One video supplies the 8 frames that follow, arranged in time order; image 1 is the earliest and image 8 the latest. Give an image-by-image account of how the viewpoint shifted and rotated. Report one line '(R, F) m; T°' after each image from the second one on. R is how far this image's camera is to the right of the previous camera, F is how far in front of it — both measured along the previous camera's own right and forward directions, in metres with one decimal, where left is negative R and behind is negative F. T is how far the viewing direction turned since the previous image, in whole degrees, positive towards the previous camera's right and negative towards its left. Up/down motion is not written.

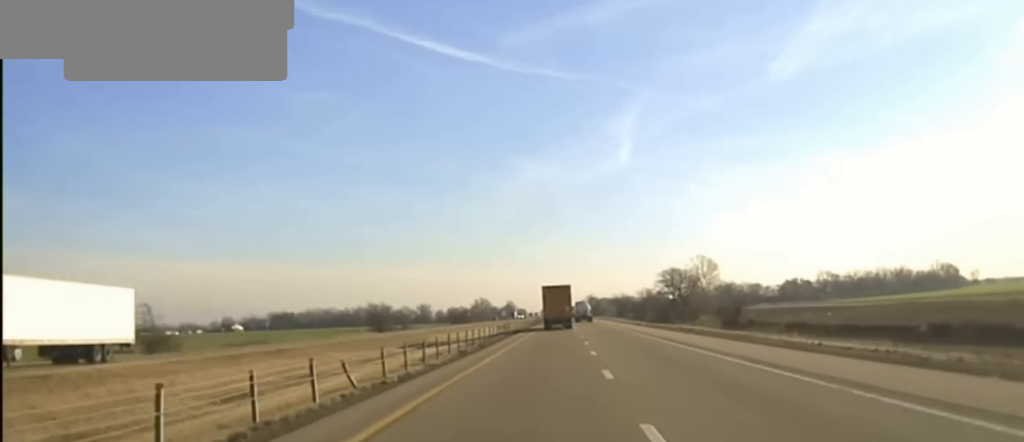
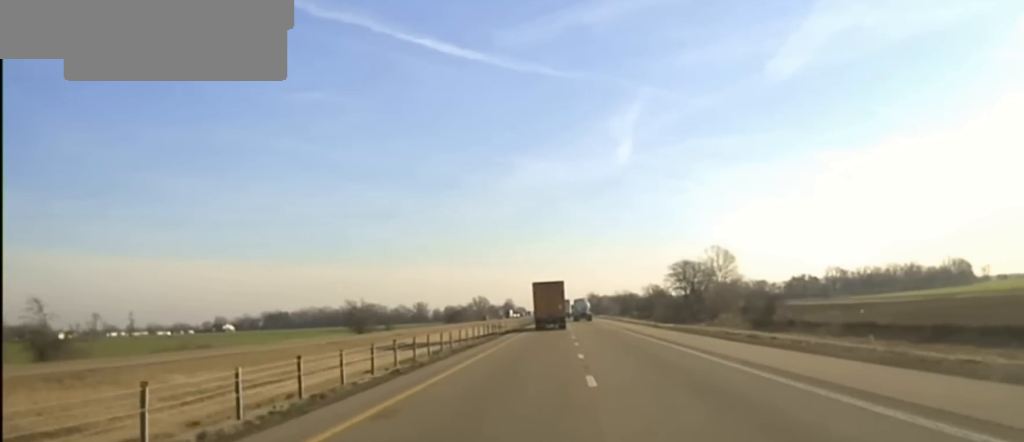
(0.0, +24.0) m; 0°
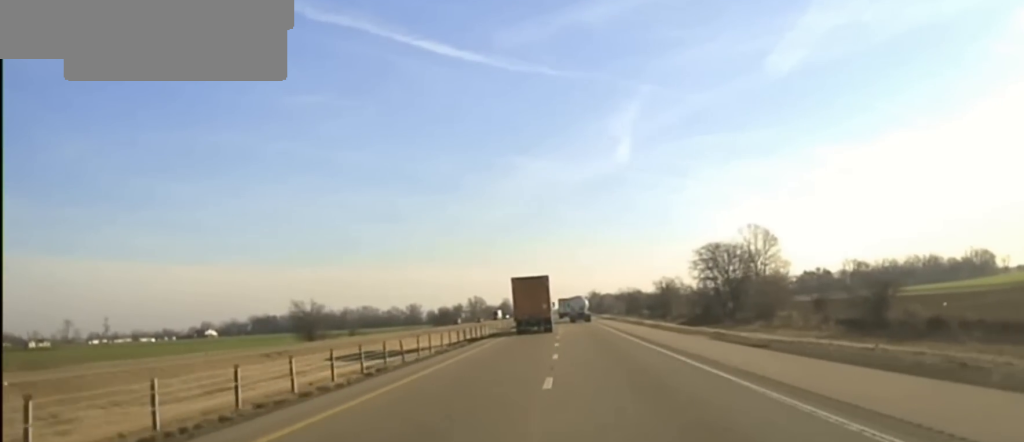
(+0.1, +42.5) m; 0°
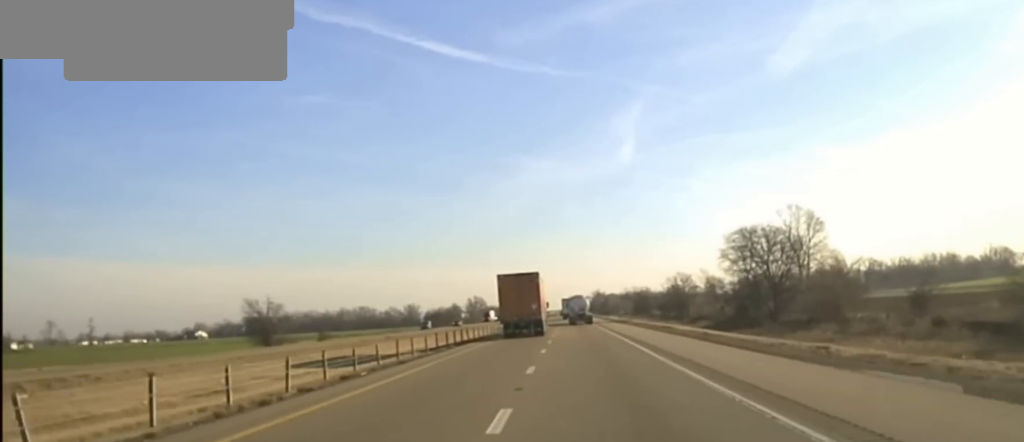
(0.0, +25.5) m; 0°
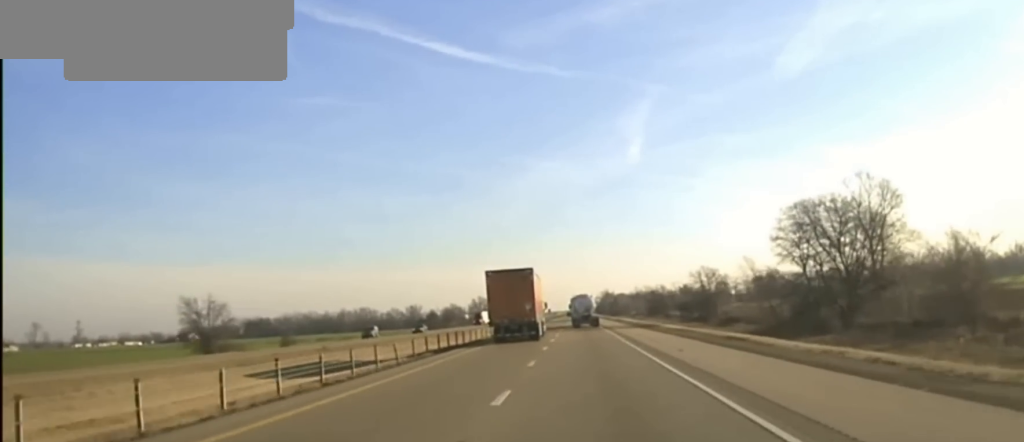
(-0.1, +27.3) m; -1°
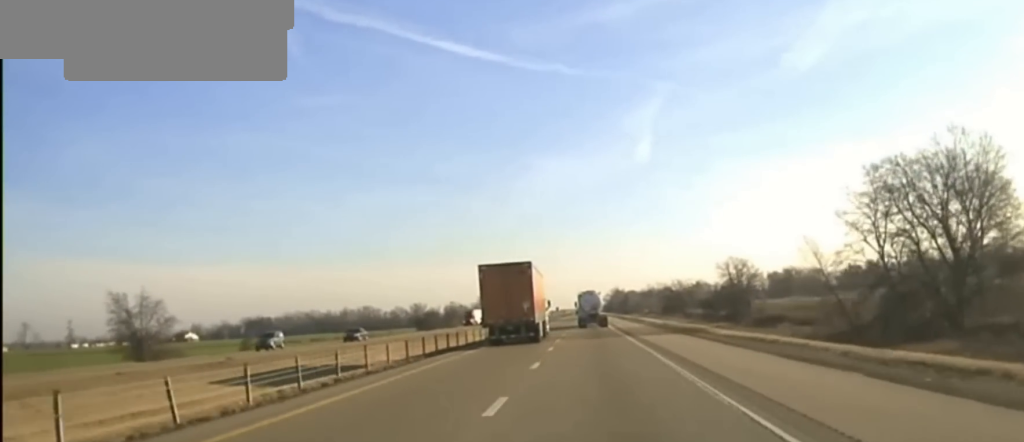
(-0.2, +23.2) m; 0°
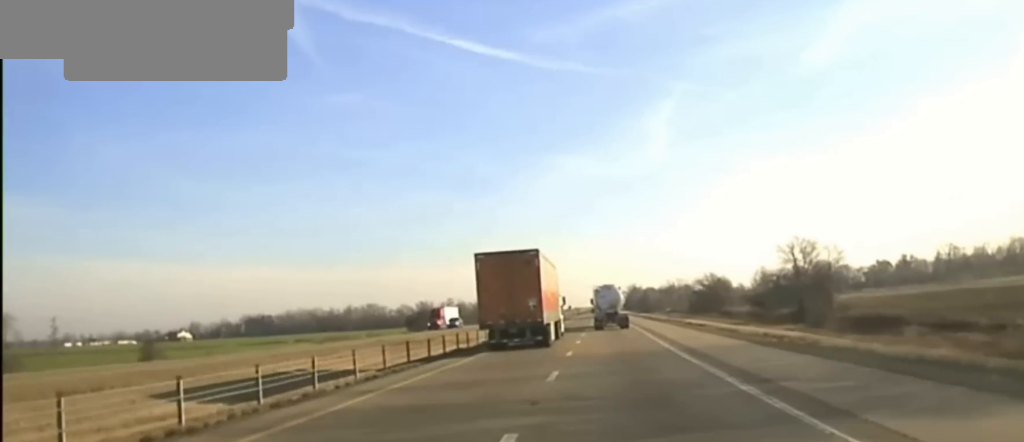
(-0.2, +43.1) m; 0°
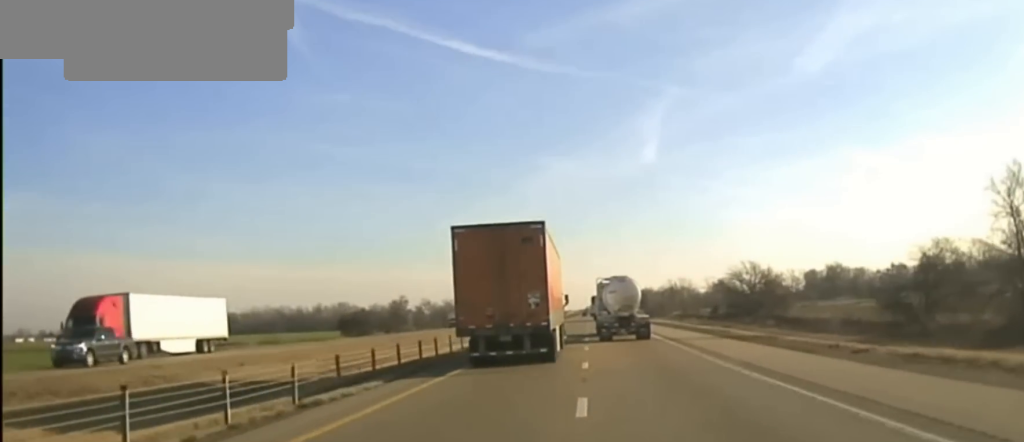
(+0.3, +70.4) m; 0°
